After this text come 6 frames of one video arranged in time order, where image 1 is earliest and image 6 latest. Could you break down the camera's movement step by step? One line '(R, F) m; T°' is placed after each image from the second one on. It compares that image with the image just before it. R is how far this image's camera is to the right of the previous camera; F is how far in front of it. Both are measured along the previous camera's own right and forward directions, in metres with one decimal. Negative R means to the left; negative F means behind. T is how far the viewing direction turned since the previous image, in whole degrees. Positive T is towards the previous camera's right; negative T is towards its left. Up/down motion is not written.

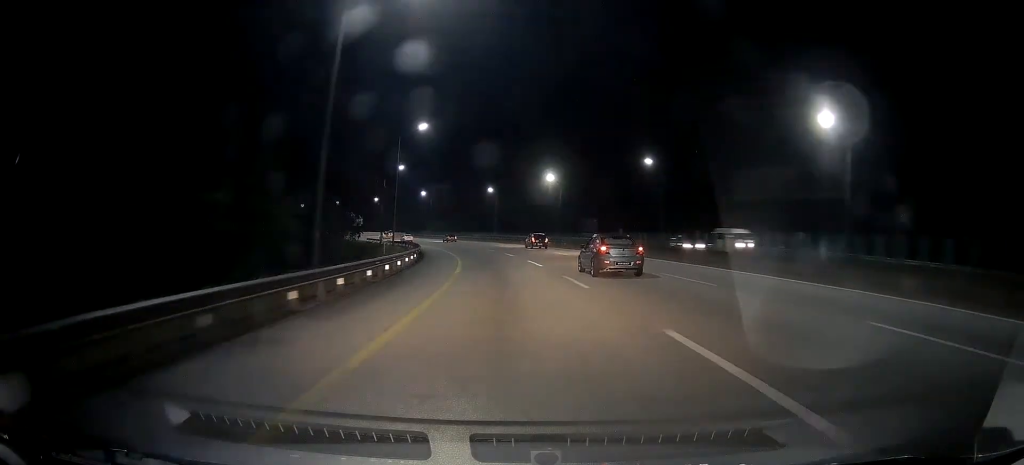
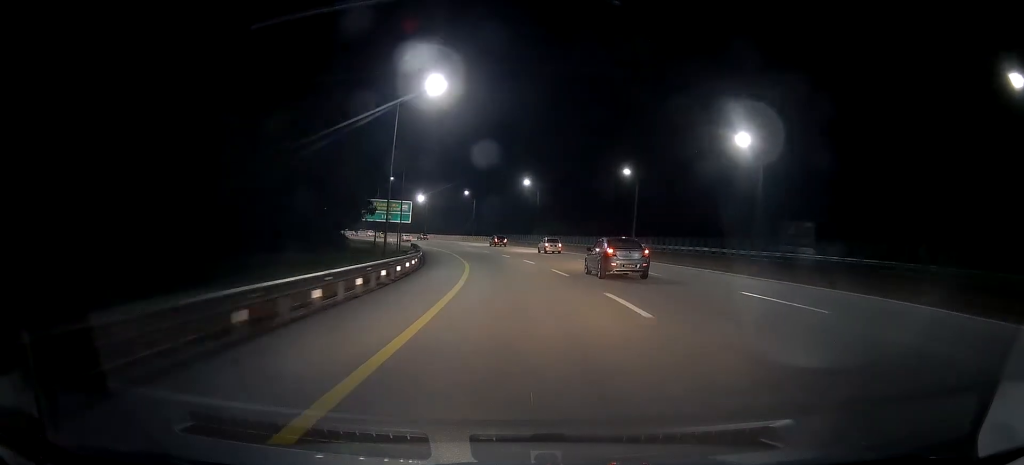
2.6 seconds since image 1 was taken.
(-4.2, +52.7) m; -11°
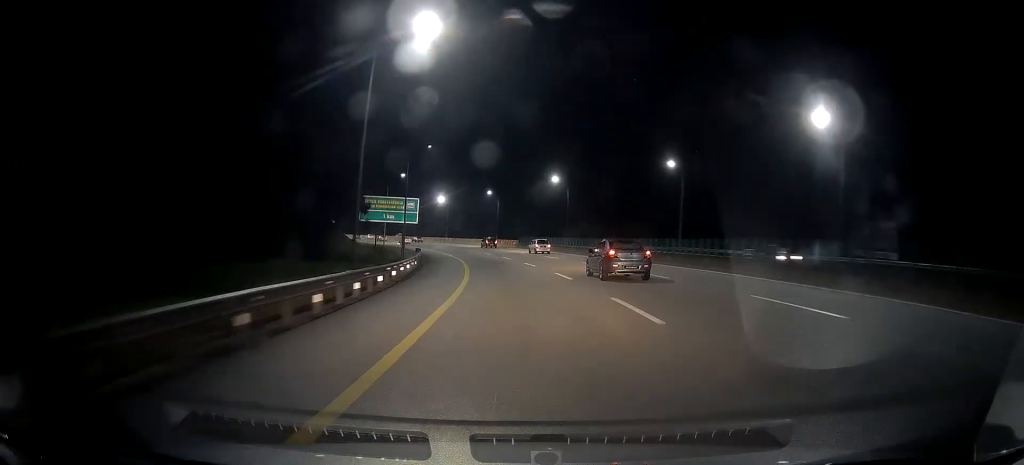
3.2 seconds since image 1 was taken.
(-0.1, +12.3) m; -4°
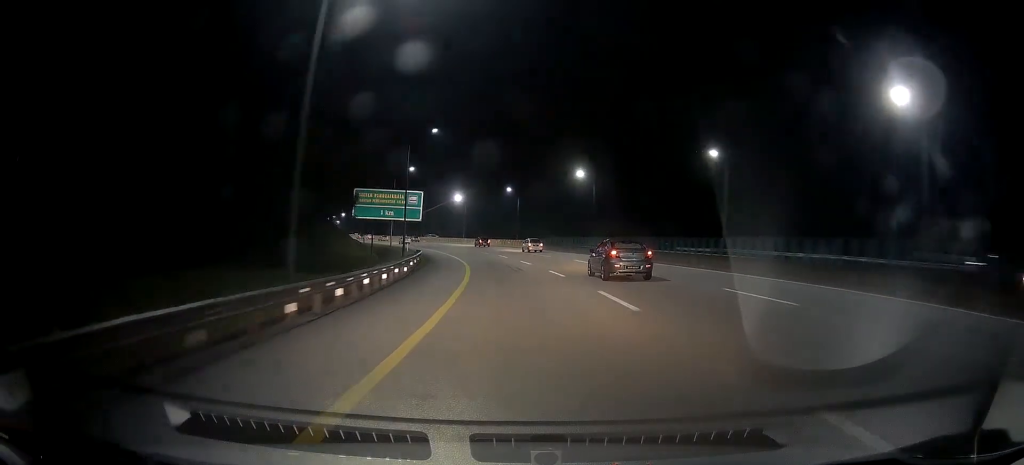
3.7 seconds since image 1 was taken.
(-0.8, +9.6) m; -2°
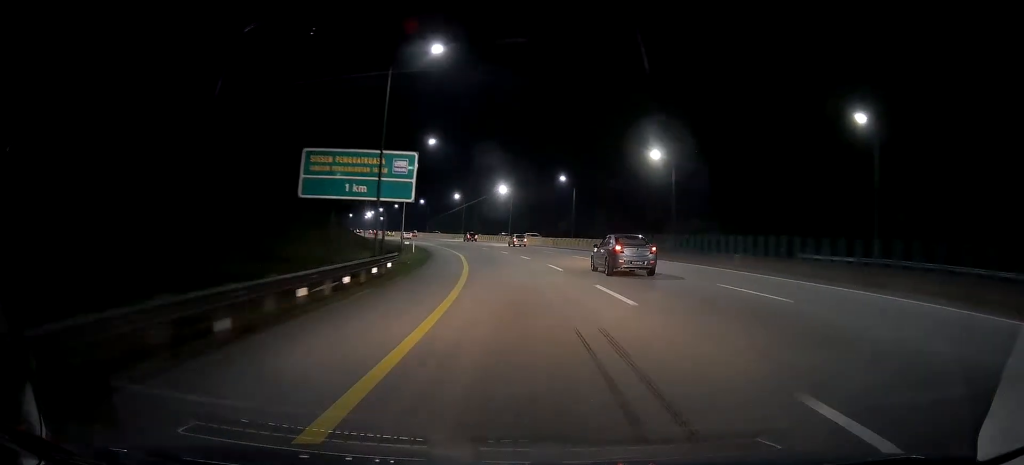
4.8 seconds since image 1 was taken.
(-0.9, +23.0) m; -4°
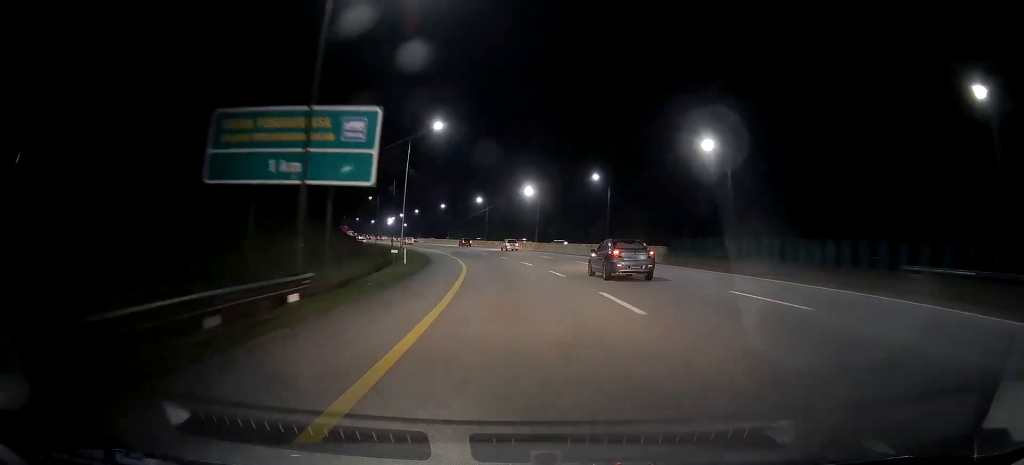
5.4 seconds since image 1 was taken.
(-0.1, +12.6) m; -2°
